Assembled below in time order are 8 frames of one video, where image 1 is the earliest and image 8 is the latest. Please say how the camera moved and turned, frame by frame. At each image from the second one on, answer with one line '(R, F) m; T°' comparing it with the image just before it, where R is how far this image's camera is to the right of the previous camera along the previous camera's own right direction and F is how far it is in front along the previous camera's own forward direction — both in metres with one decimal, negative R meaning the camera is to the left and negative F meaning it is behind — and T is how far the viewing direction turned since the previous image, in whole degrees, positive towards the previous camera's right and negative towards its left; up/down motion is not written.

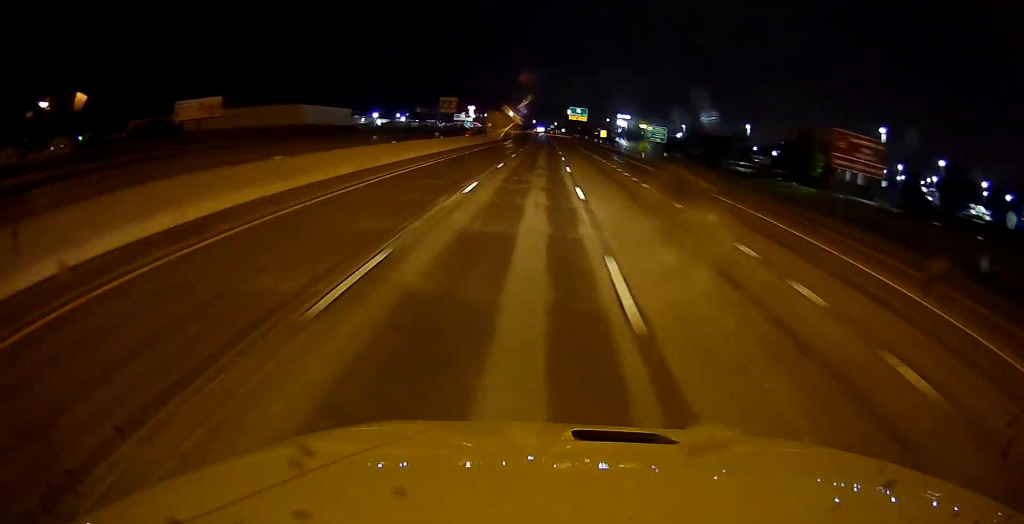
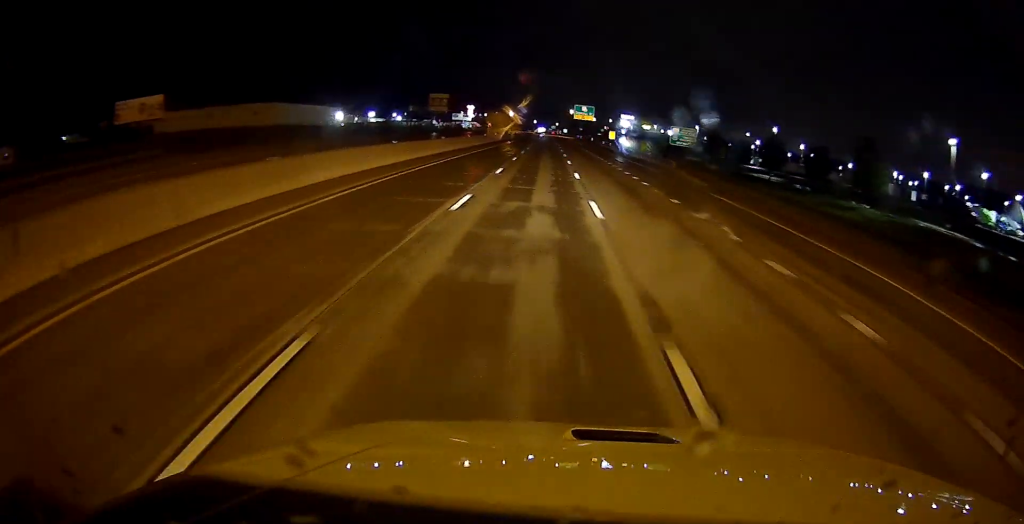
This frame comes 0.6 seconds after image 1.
(0.0, +16.1) m; 0°
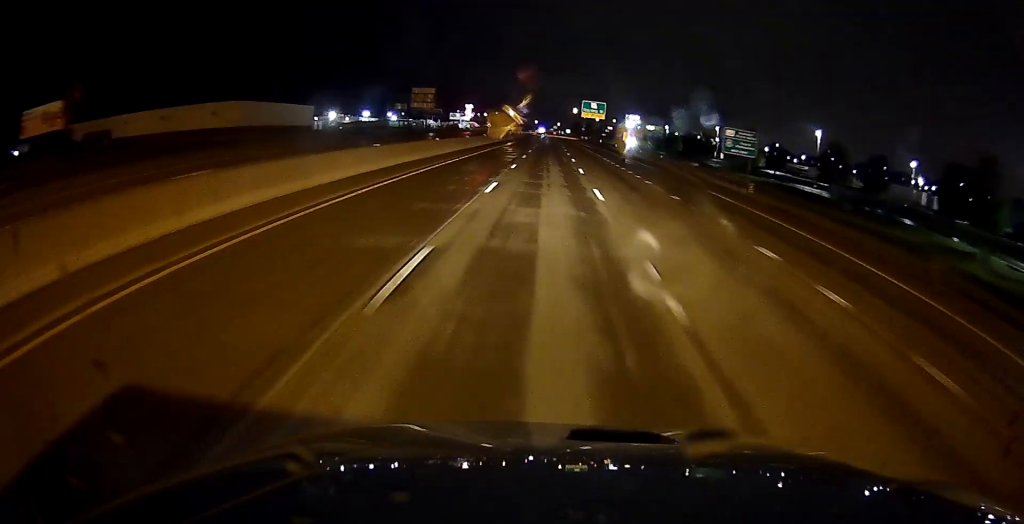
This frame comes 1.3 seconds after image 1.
(0.0, +20.0) m; +1°
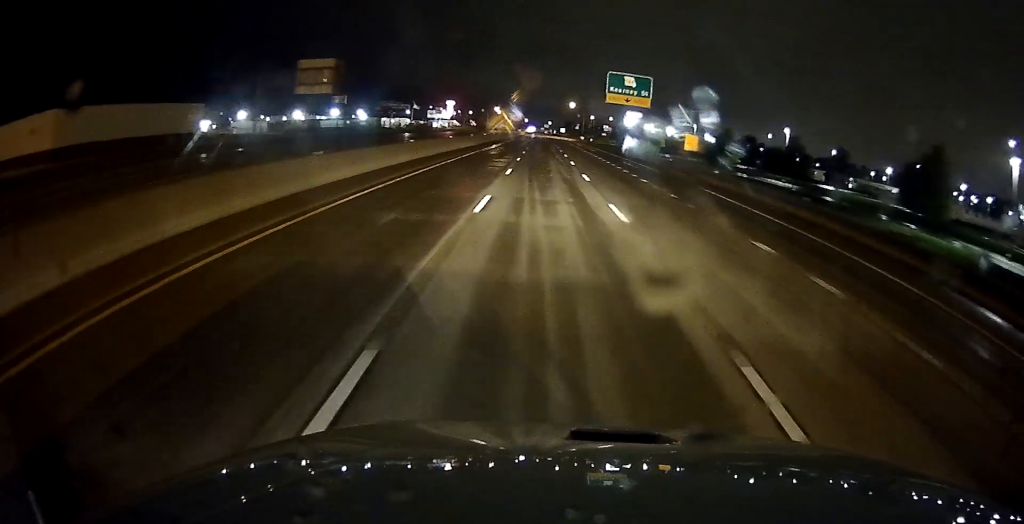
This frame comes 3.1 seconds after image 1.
(+0.8, +53.5) m; 0°
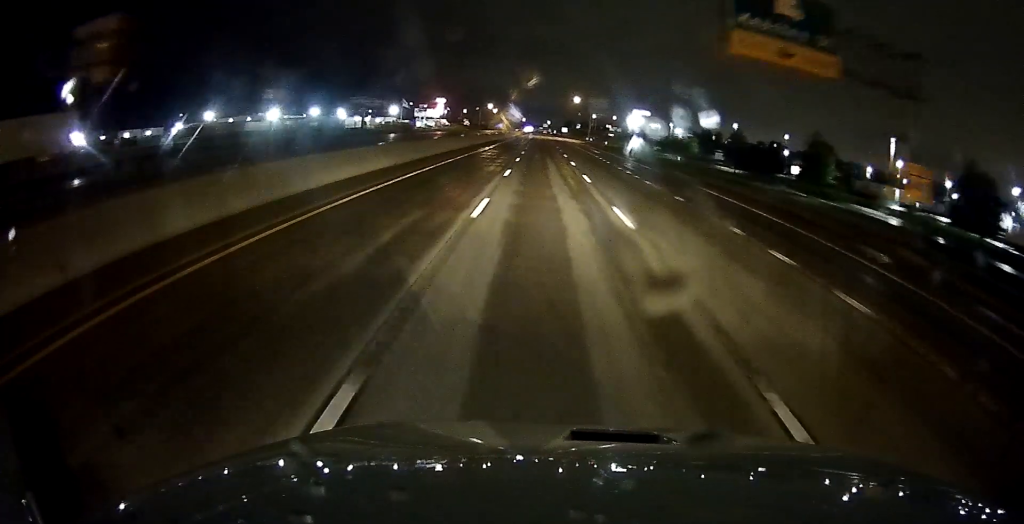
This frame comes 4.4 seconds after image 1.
(-0.6, +37.4) m; 0°
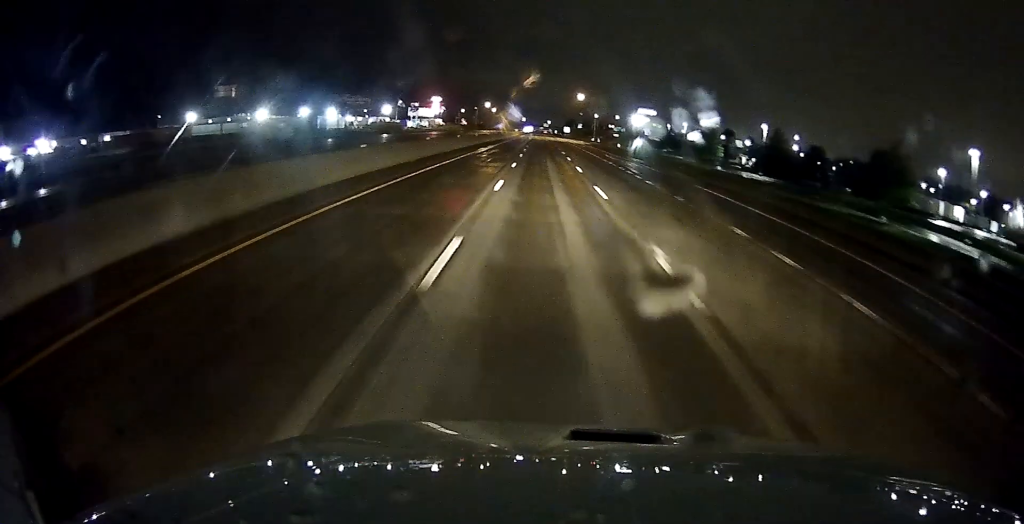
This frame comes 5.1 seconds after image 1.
(+0.1, +18.2) m; +1°
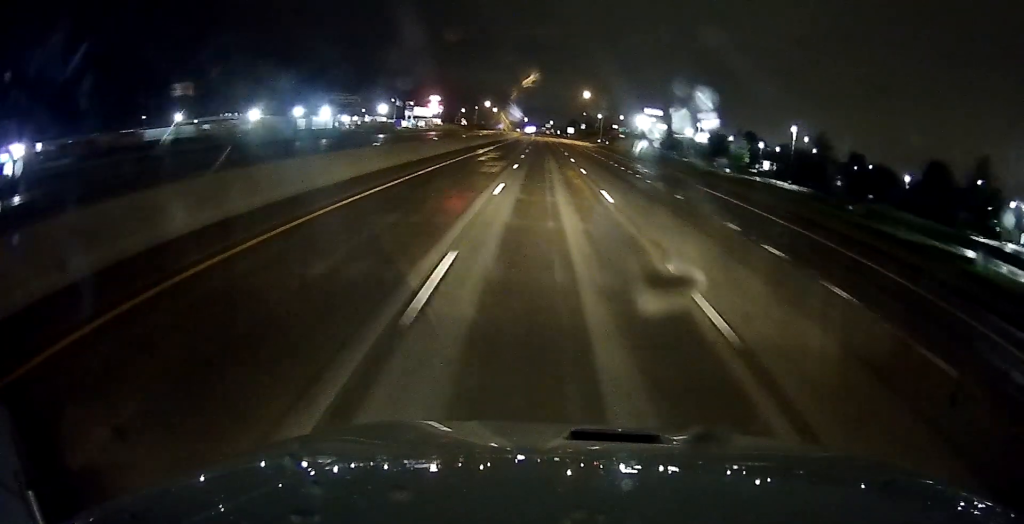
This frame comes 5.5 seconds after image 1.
(+0.3, +13.4) m; 0°
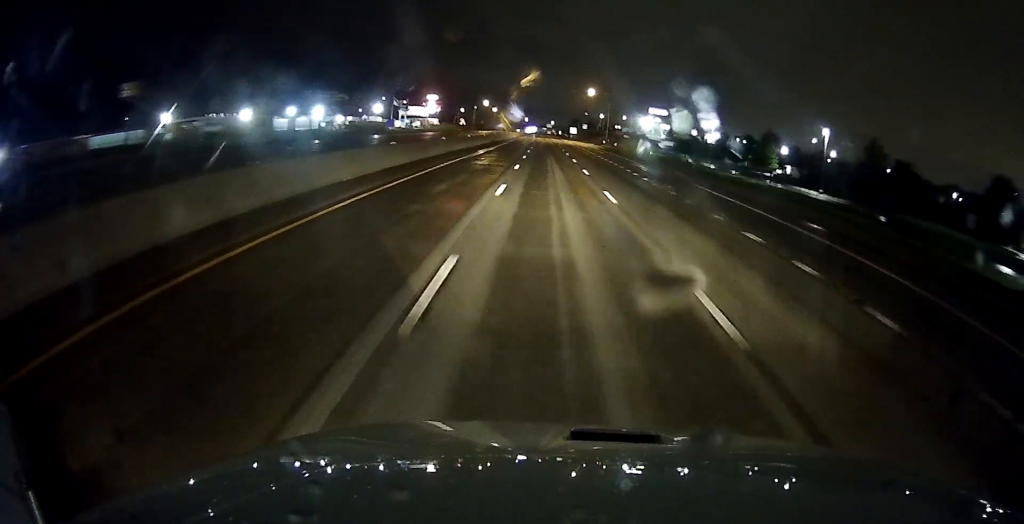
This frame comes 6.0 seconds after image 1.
(+0.1, +12.5) m; 0°
